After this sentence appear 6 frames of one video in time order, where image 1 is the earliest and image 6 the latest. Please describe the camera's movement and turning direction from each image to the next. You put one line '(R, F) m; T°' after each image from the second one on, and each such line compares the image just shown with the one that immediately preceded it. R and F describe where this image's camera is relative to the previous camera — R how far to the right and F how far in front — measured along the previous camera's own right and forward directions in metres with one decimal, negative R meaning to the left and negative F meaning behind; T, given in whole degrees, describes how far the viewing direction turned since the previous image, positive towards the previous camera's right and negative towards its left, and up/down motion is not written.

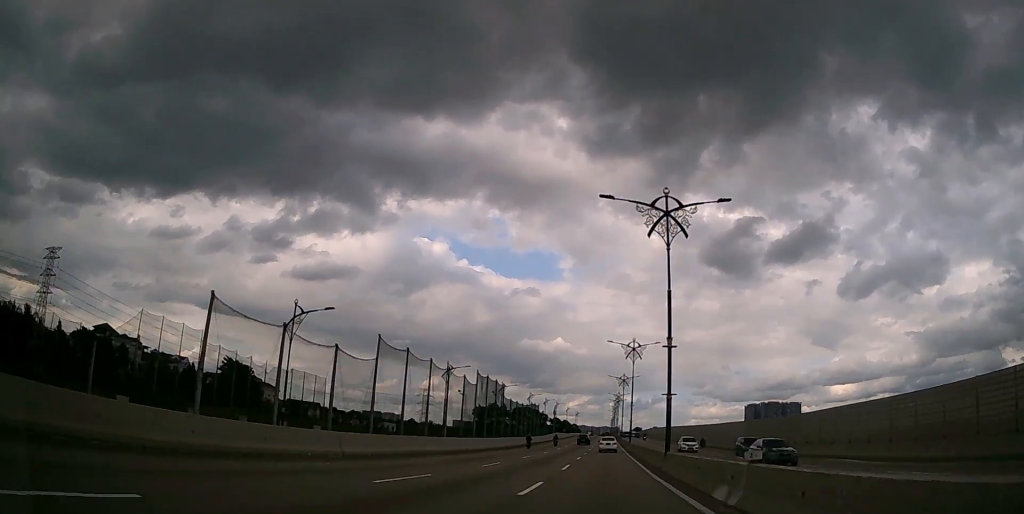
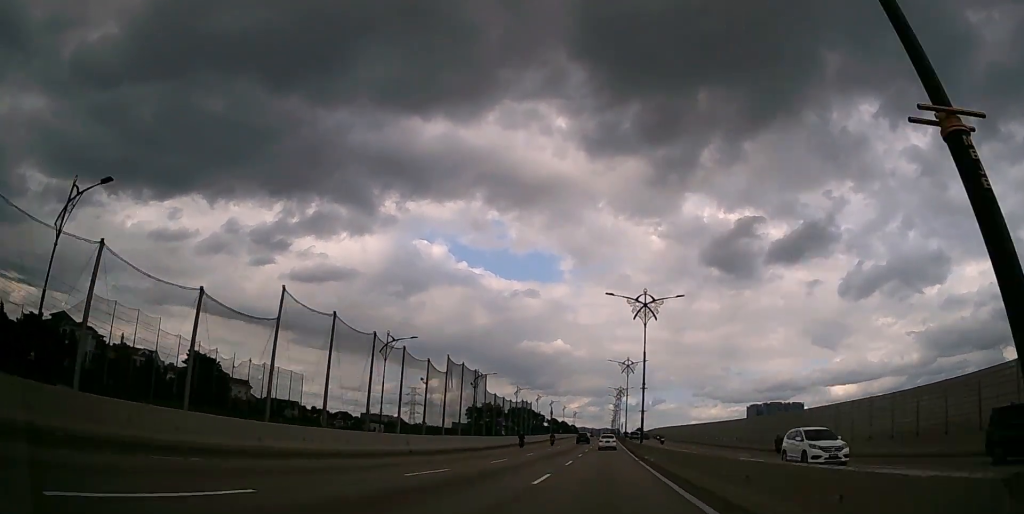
(0.0, +21.5) m; 0°
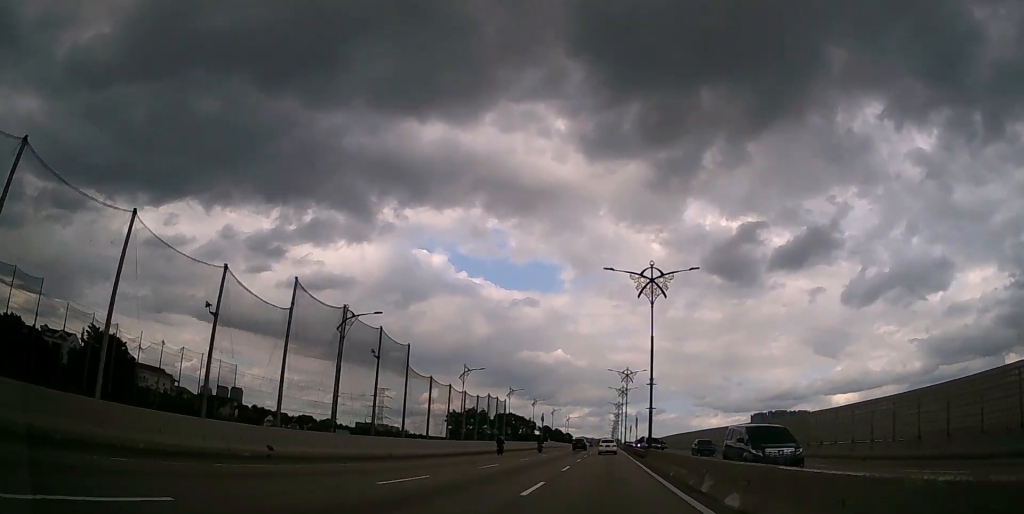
(+0.1, +48.7) m; 0°
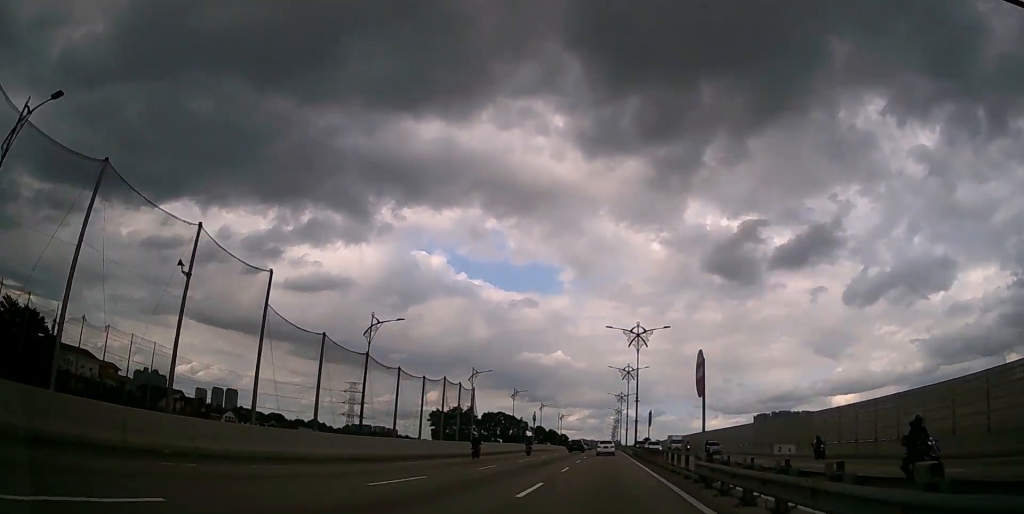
(0.0, +33.2) m; 0°
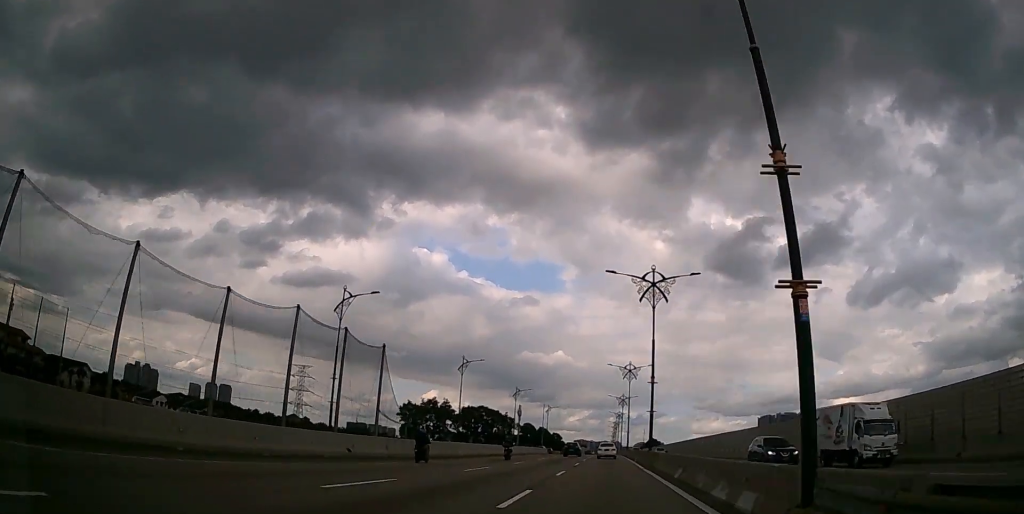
(0.0, +46.3) m; 0°
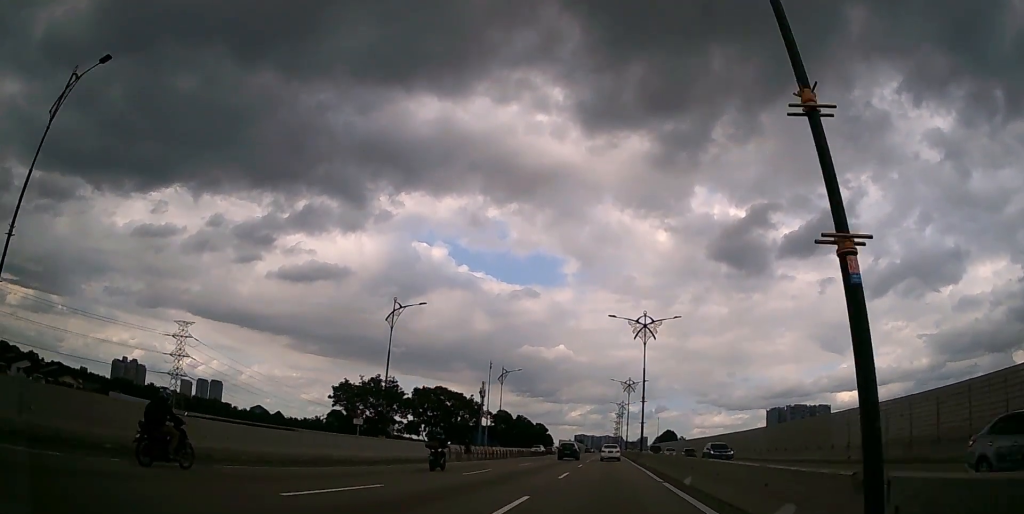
(0.0, +69.9) m; 0°
